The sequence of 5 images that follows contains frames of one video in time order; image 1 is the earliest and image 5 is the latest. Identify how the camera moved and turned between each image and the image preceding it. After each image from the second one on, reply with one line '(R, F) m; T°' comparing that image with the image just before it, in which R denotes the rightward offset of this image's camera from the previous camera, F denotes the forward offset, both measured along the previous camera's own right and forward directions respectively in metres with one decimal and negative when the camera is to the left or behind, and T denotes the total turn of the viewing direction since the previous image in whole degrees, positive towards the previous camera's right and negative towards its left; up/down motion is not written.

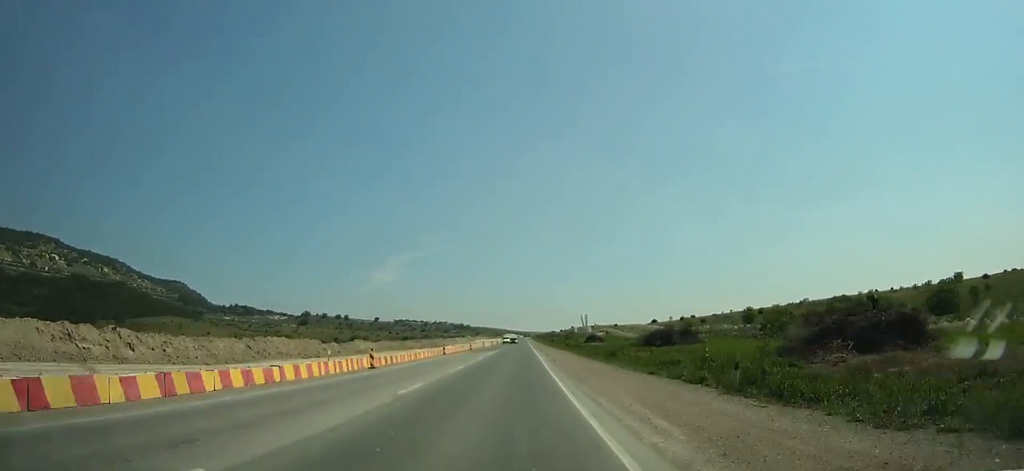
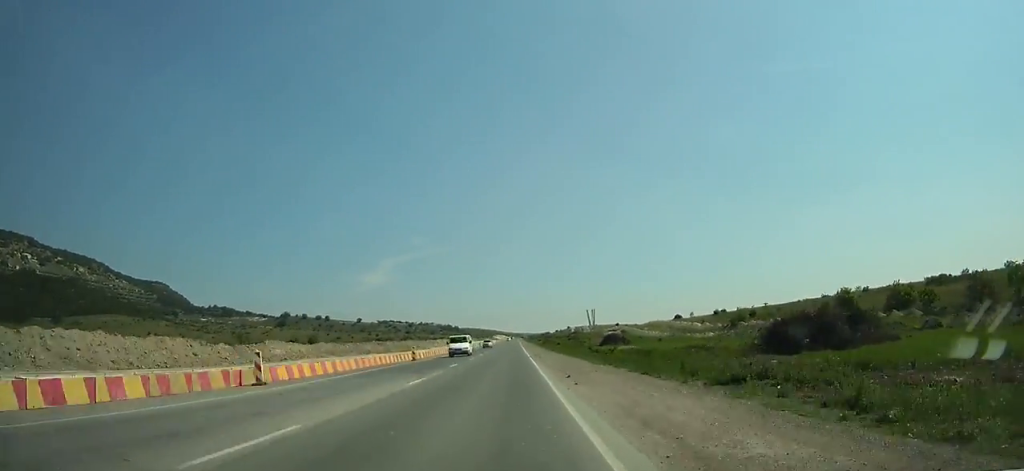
(+0.1, +46.1) m; 0°
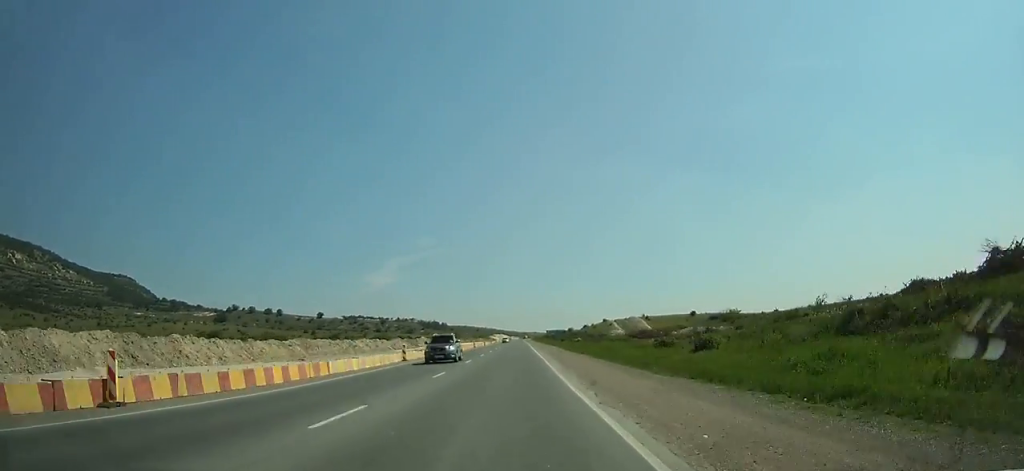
(+0.7, +164.8) m; 0°
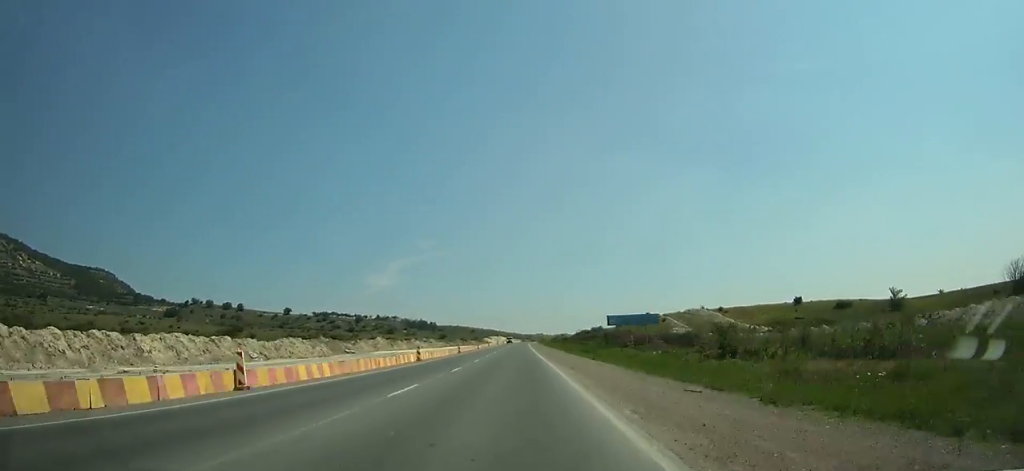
(-0.1, +90.5) m; 0°
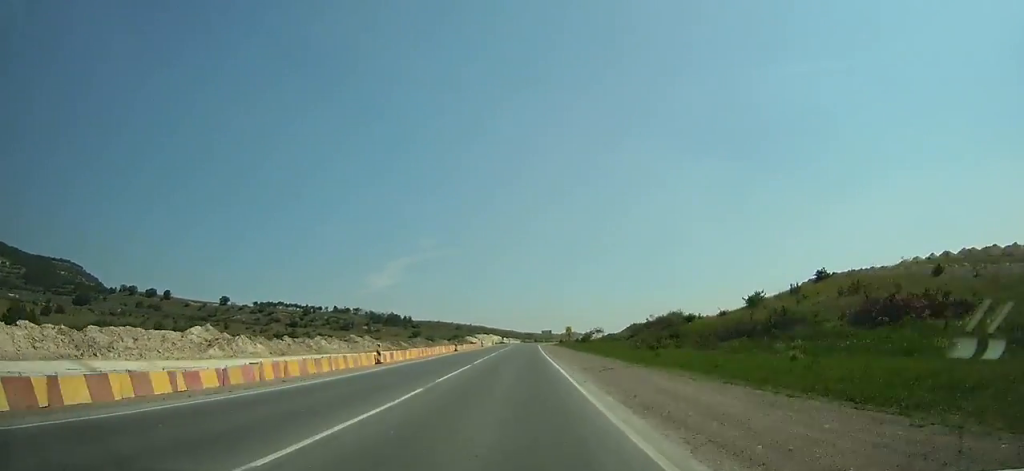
(0.0, +109.9) m; 0°
